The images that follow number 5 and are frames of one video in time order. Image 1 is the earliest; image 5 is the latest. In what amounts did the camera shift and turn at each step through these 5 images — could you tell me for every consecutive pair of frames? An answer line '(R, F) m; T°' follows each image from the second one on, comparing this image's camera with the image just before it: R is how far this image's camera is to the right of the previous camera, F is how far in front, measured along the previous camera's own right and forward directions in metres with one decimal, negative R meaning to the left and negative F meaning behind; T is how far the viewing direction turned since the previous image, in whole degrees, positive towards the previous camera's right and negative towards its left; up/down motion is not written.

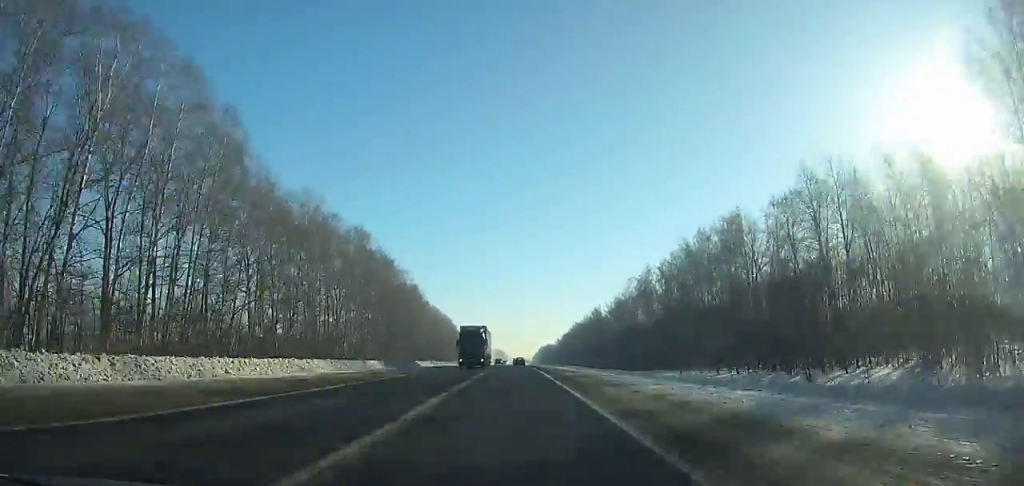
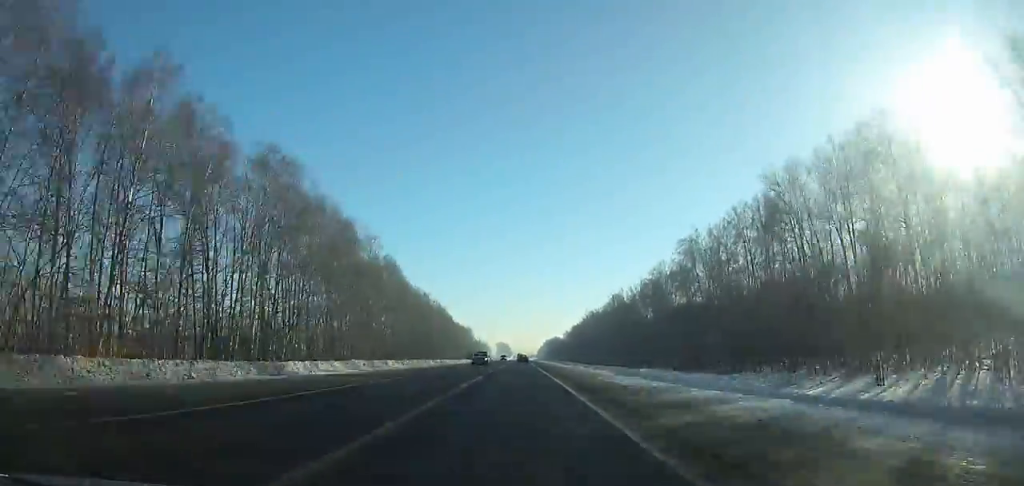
(+1.5, +43.4) m; +2°
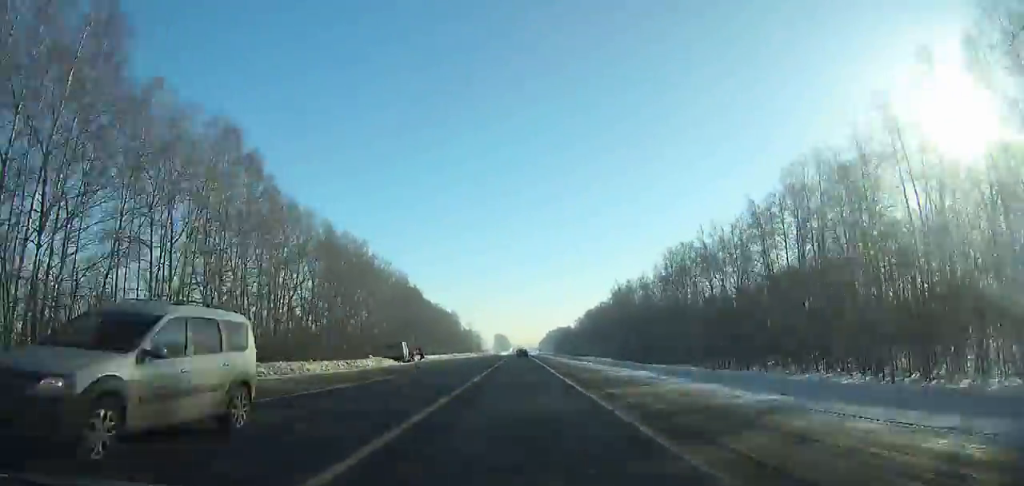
(+1.5, +87.2) m; +1°
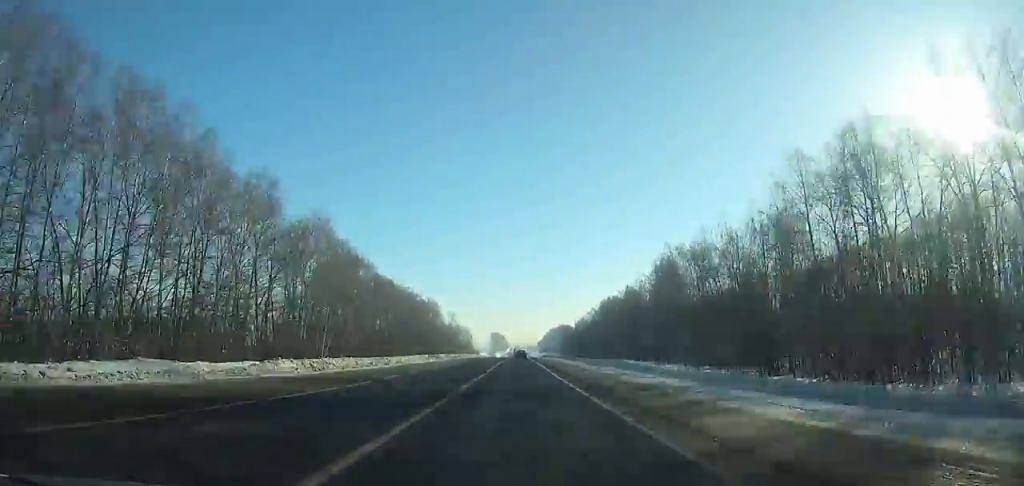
(+0.2, +67.2) m; 0°
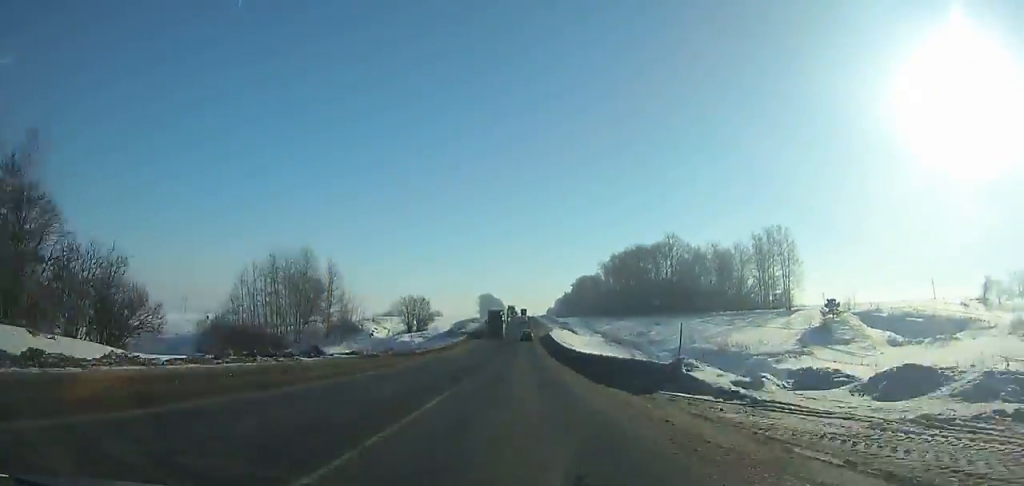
(+0.6, +311.6) m; 0°
